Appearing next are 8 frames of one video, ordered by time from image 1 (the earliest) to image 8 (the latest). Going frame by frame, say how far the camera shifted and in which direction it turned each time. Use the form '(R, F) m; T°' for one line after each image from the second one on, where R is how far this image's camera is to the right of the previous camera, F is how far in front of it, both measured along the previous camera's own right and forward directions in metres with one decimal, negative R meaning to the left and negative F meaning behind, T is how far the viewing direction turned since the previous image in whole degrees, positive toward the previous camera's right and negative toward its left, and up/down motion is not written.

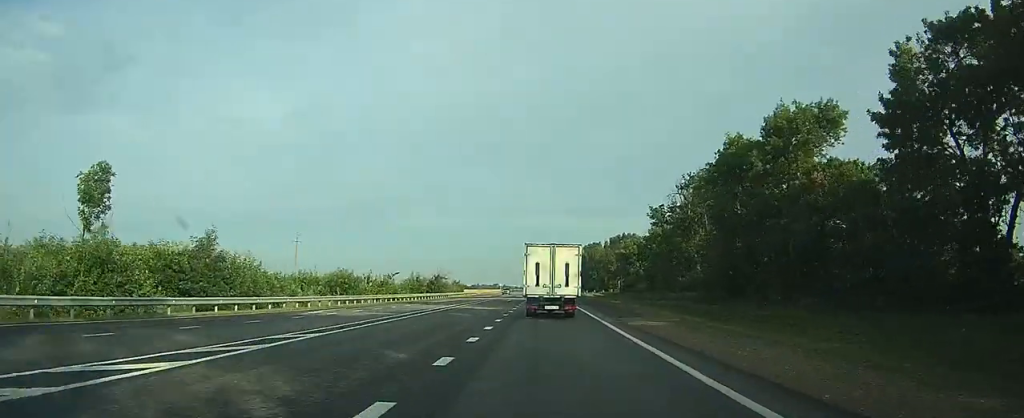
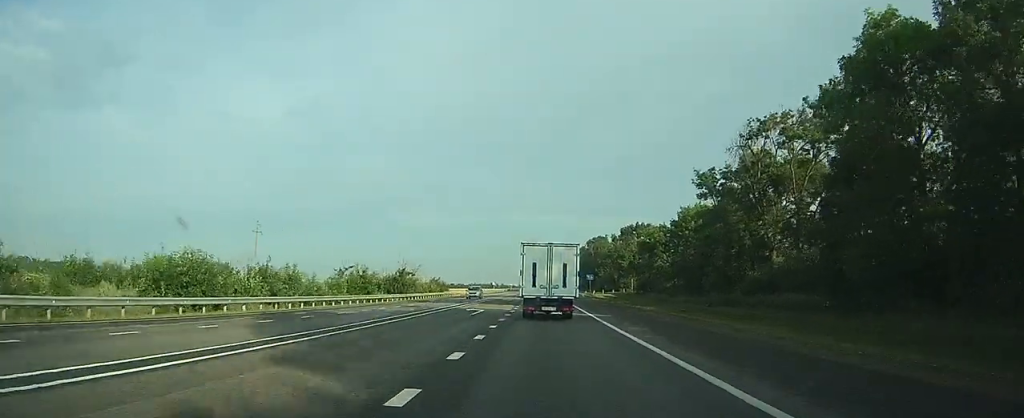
(0.0, +26.8) m; 0°
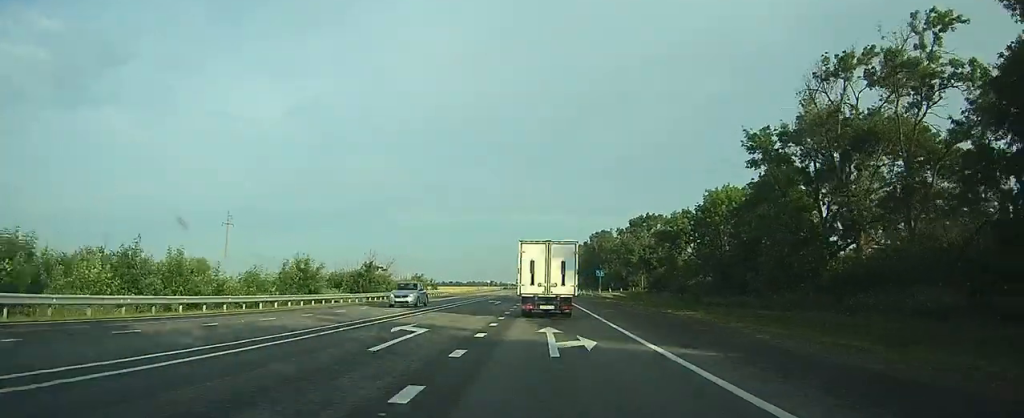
(0.0, +15.8) m; 0°
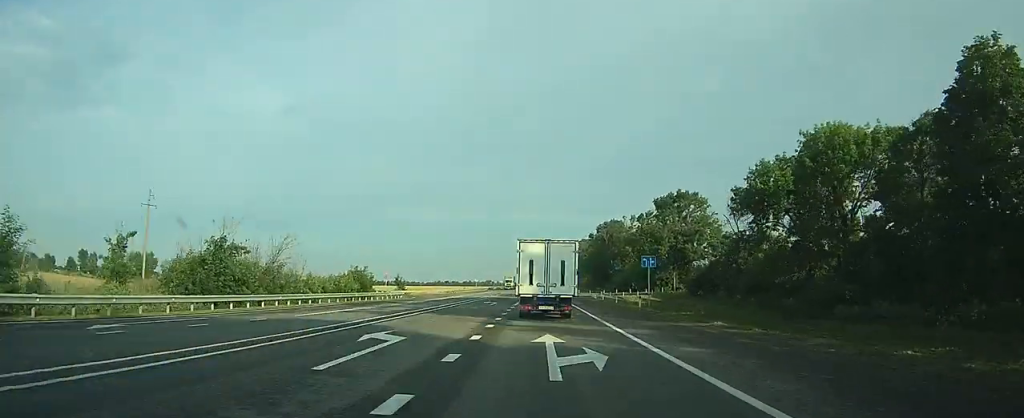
(-0.1, +32.6) m; 0°
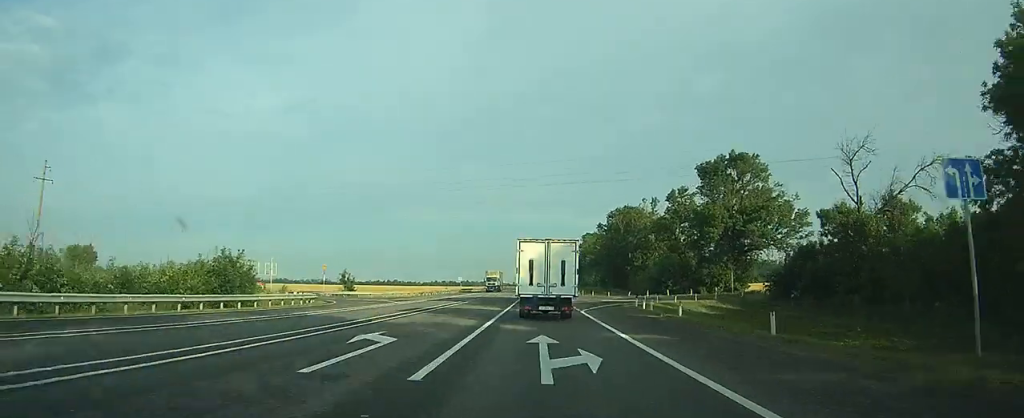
(0.0, +30.3) m; 0°
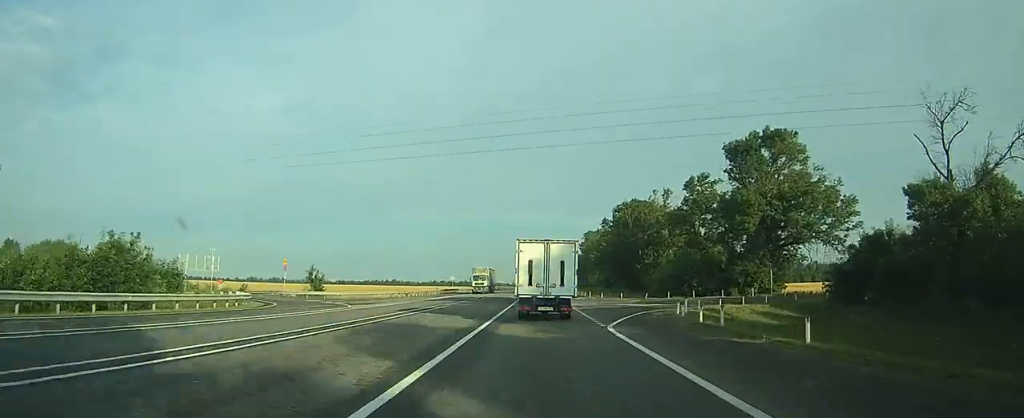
(0.0, +12.0) m; 0°
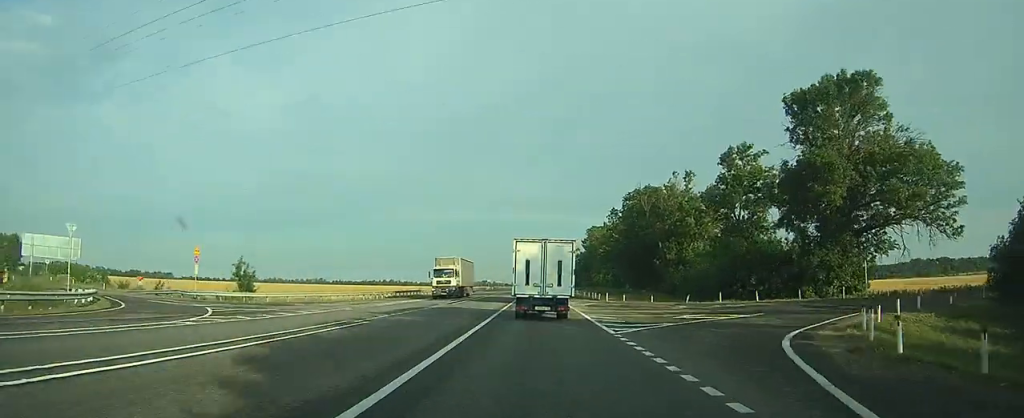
(0.0, +17.6) m; 0°
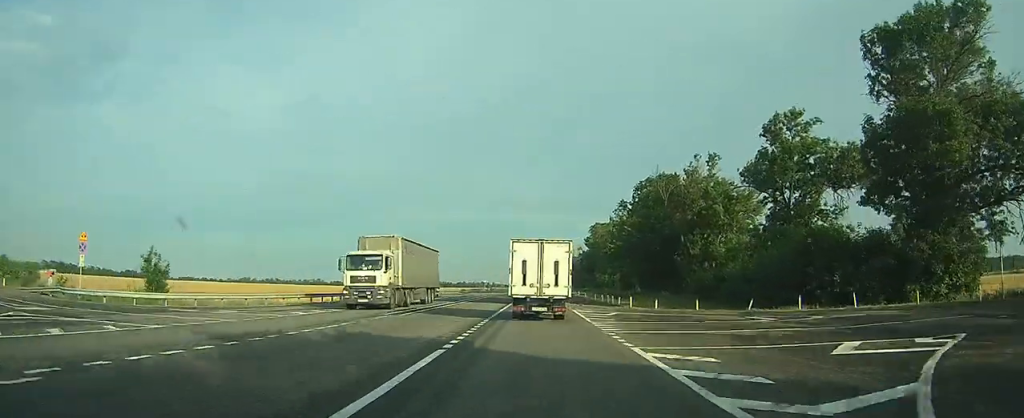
(0.0, +13.6) m; 0°
